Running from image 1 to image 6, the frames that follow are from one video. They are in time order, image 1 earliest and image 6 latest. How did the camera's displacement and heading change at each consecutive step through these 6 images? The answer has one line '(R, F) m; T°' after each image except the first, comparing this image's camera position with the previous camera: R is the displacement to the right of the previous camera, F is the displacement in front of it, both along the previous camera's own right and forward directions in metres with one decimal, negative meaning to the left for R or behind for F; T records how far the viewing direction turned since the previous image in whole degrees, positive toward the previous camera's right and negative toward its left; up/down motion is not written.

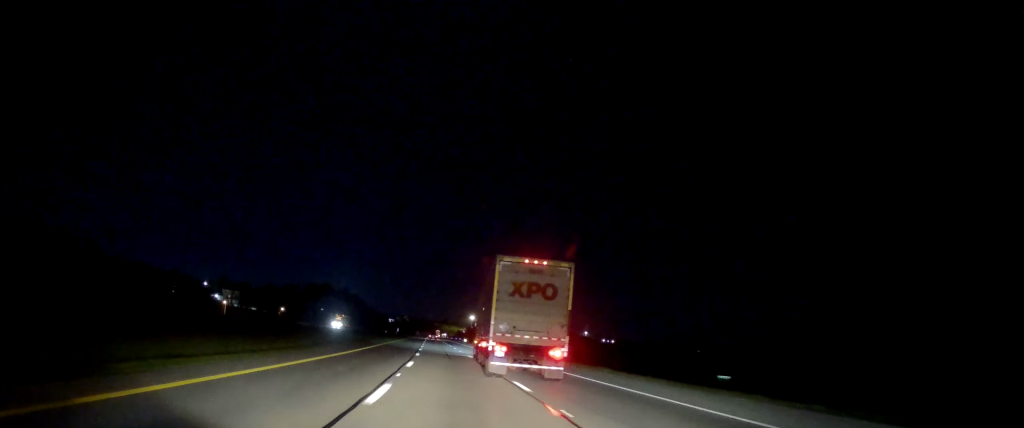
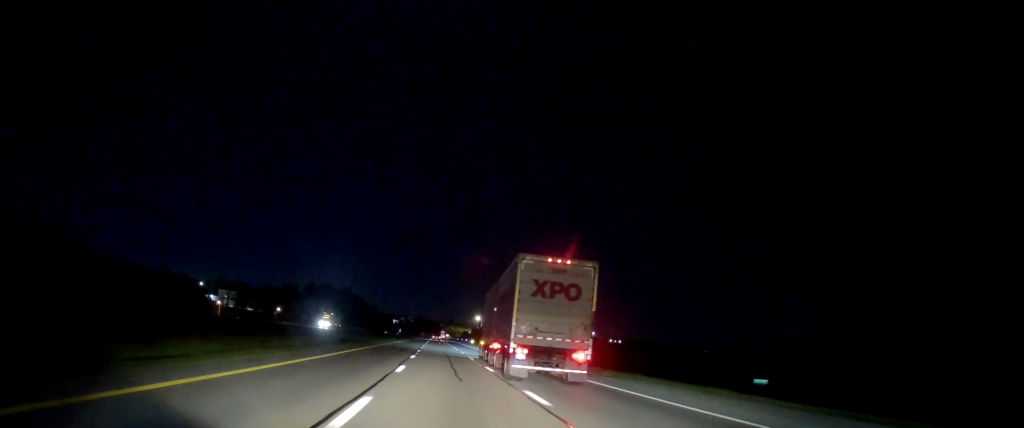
(-0.2, +15.3) m; -1°
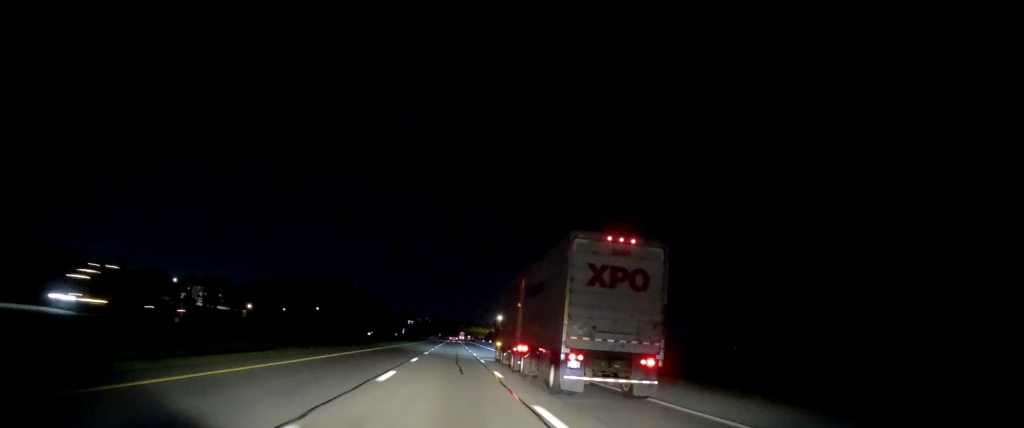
(-1.4, +64.8) m; -2°
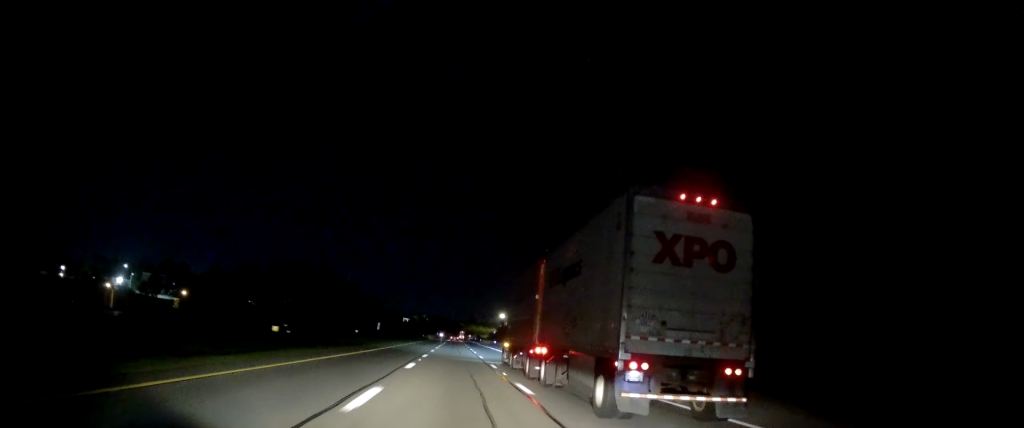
(-1.0, +54.5) m; -2°
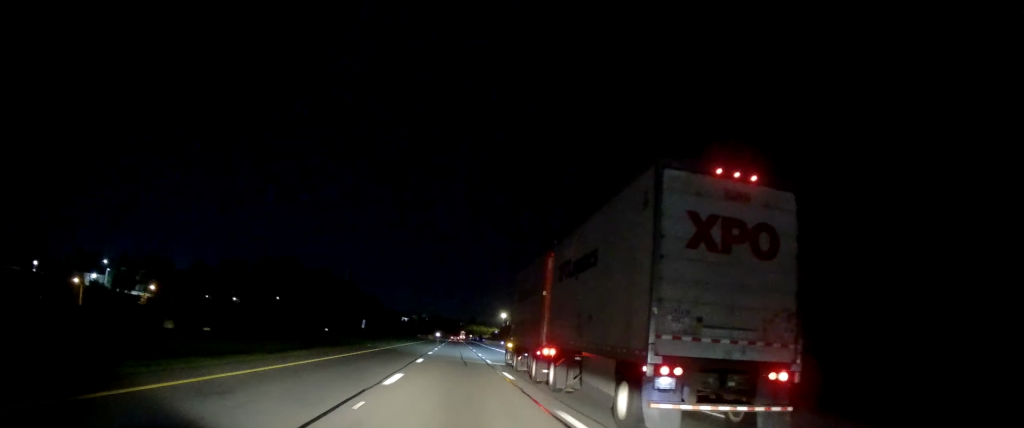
(-0.2, +18.9) m; 0°
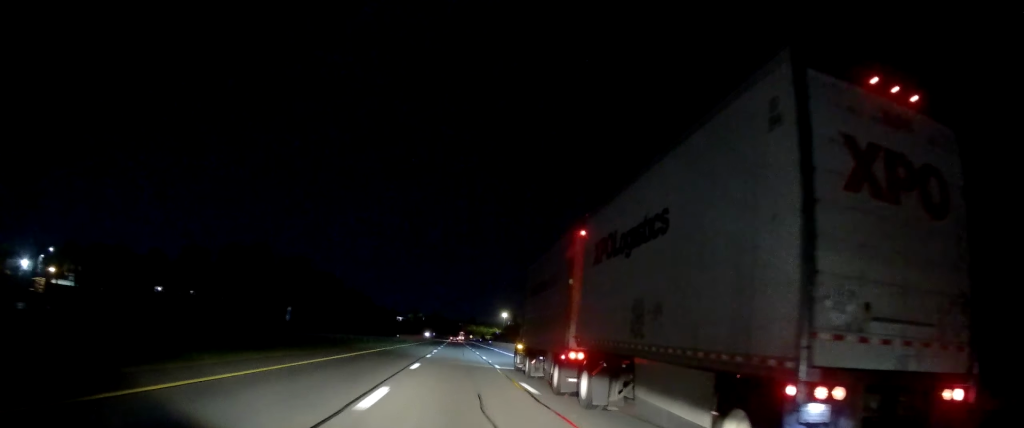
(+0.2, +41.2) m; 0°
